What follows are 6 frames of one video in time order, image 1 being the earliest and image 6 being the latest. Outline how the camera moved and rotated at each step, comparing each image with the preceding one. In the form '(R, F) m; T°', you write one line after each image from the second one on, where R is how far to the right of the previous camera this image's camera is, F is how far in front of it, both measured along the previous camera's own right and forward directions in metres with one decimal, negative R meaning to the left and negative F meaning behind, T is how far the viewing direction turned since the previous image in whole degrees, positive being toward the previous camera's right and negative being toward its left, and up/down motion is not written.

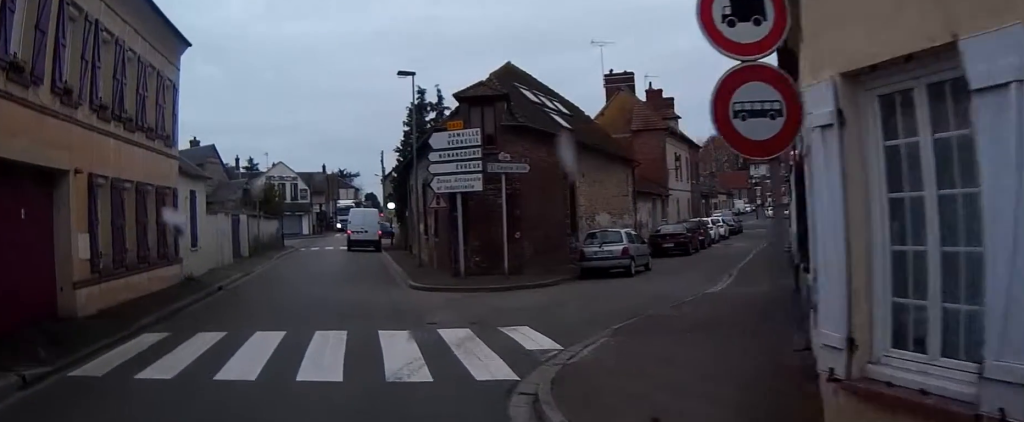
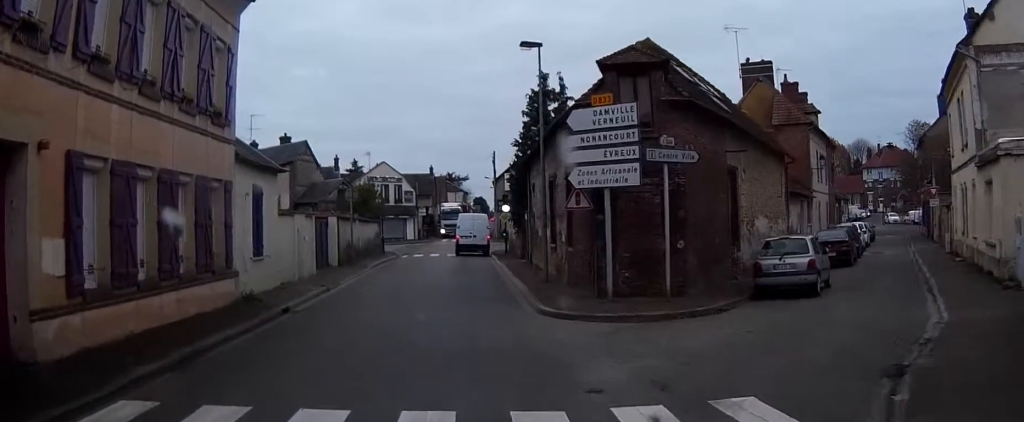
(-0.4, +5.3) m; -4°
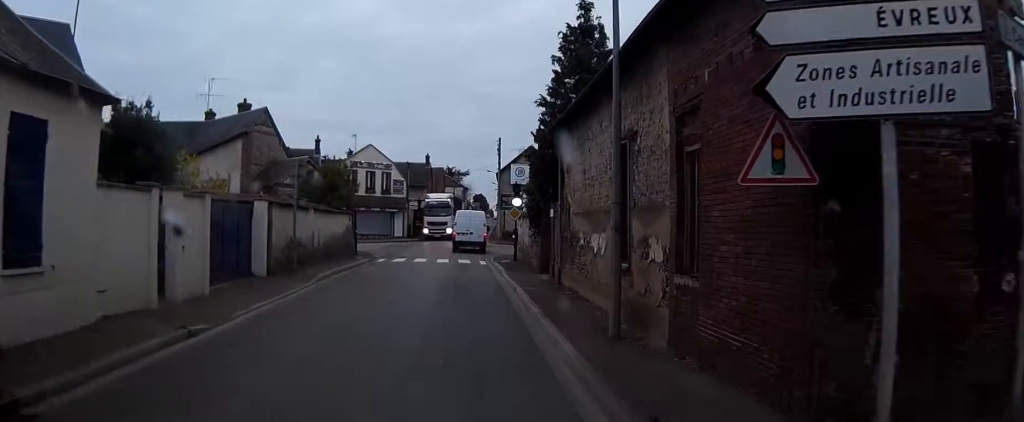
(0.0, +11.0) m; 0°
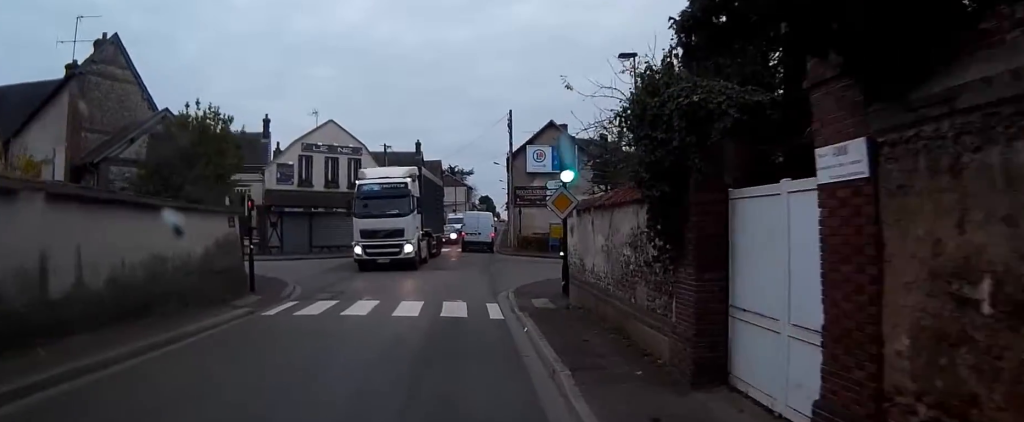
(+0.7, +17.5) m; +4°
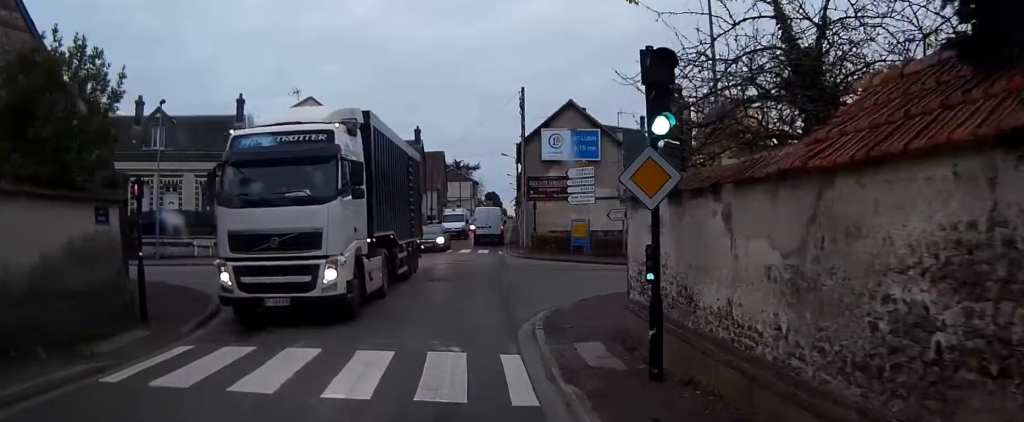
(0.0, +7.4) m; -3°
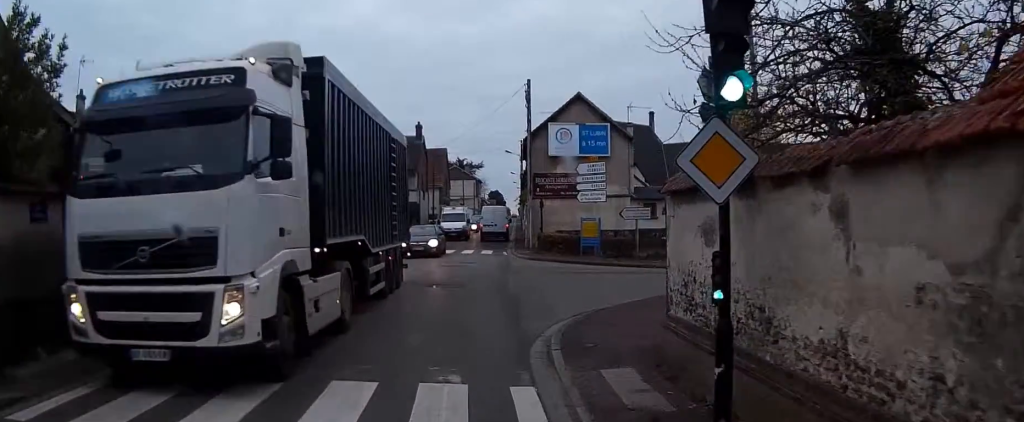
(0.0, +2.4) m; -4°
